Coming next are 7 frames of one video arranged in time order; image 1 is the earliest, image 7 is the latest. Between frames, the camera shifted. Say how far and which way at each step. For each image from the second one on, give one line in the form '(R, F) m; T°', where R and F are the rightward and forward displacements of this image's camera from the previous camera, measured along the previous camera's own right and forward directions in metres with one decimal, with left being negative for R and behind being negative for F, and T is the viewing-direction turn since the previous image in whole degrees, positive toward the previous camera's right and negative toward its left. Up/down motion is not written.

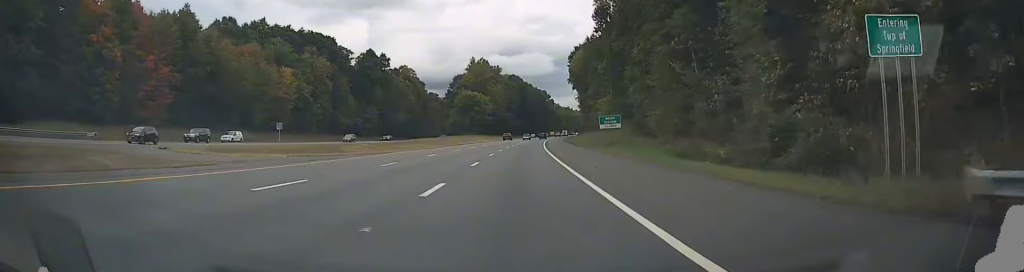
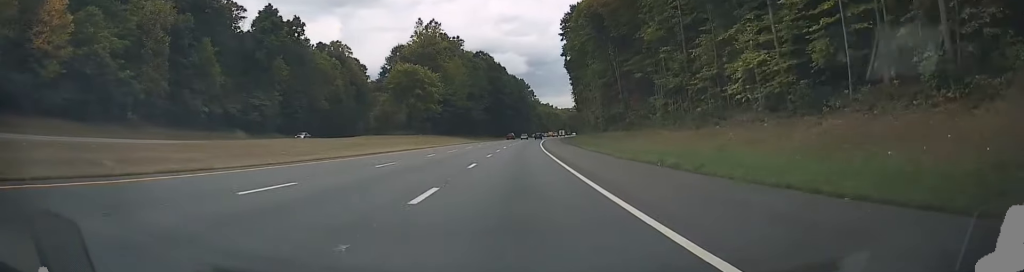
(+1.2, +72.4) m; +2°
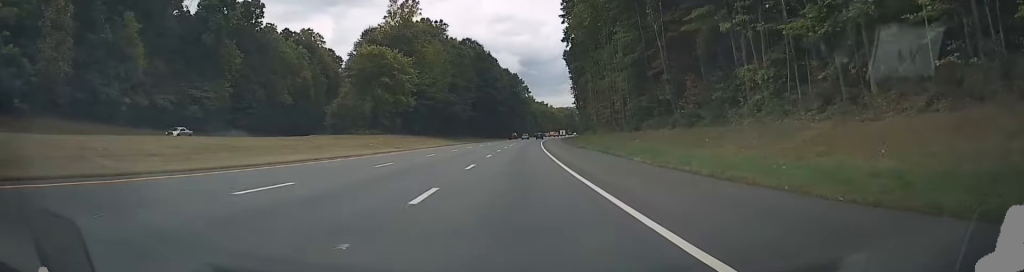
(+0.4, +24.4) m; +1°
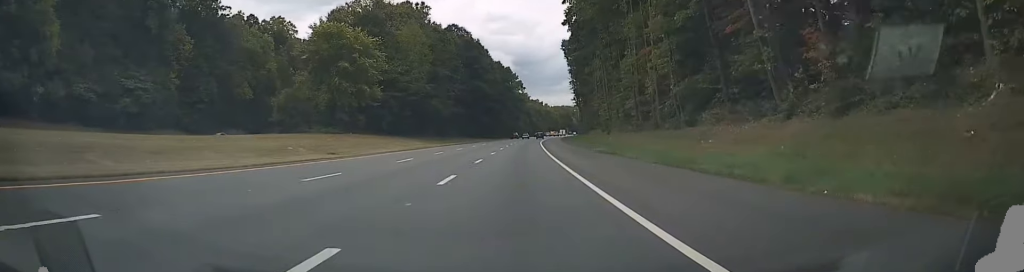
(+0.1, +20.3) m; +1°
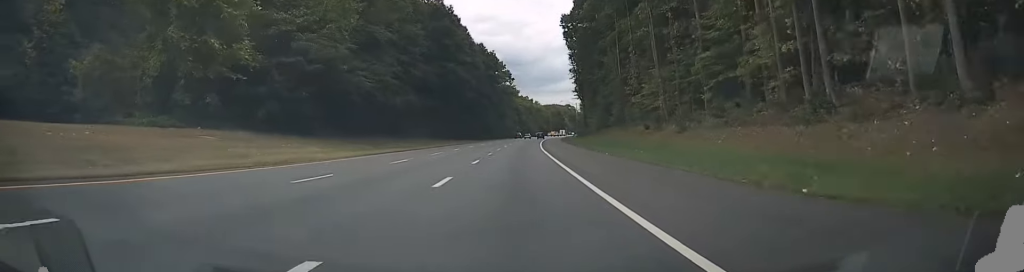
(+0.5, +39.6) m; +1°
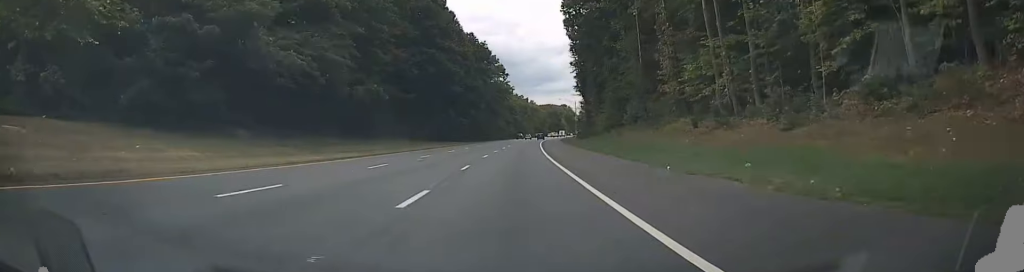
(+0.1, +15.1) m; +1°
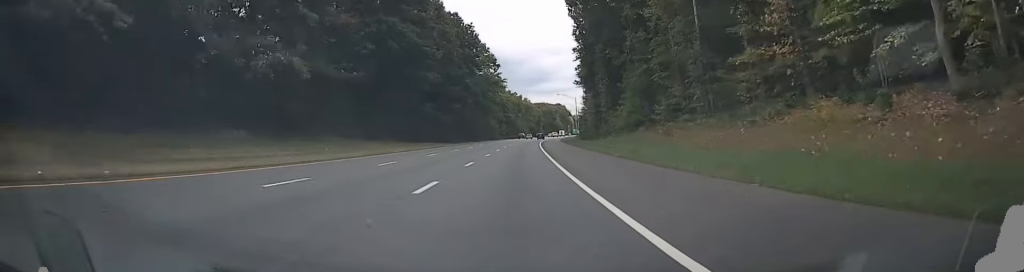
(+0.1, +19.6) m; +1°
